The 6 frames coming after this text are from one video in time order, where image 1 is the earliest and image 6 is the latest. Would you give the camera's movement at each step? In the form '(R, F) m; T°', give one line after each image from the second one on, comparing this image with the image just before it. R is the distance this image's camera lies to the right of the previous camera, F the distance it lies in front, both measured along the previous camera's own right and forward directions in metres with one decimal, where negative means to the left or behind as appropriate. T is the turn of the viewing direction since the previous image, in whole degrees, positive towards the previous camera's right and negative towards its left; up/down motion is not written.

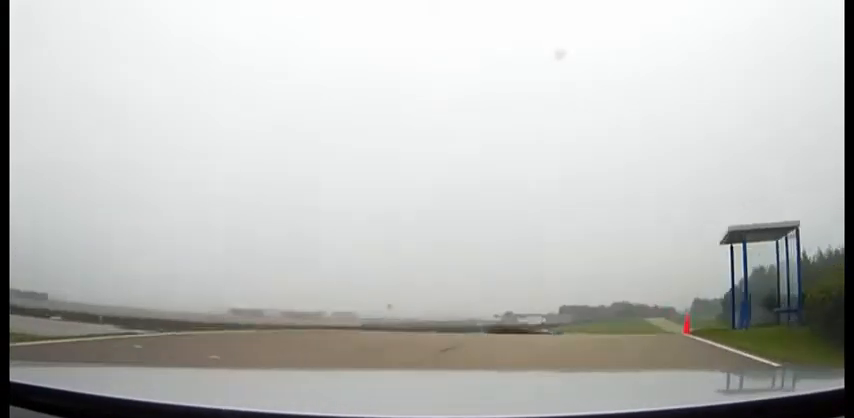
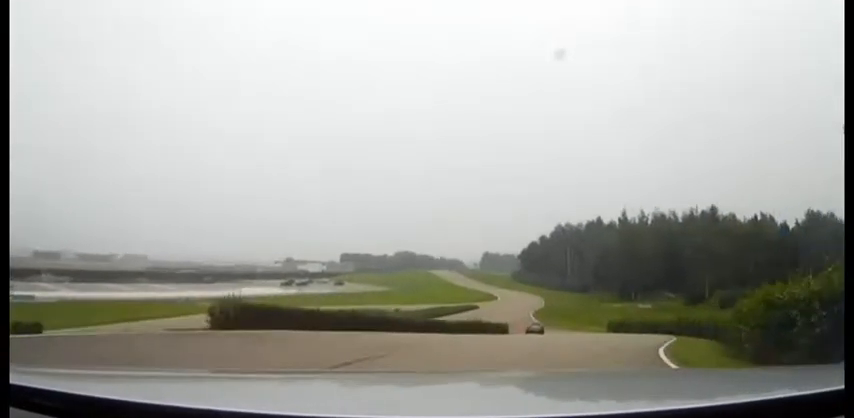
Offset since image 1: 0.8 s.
(+2.3, +12.9) m; +15°
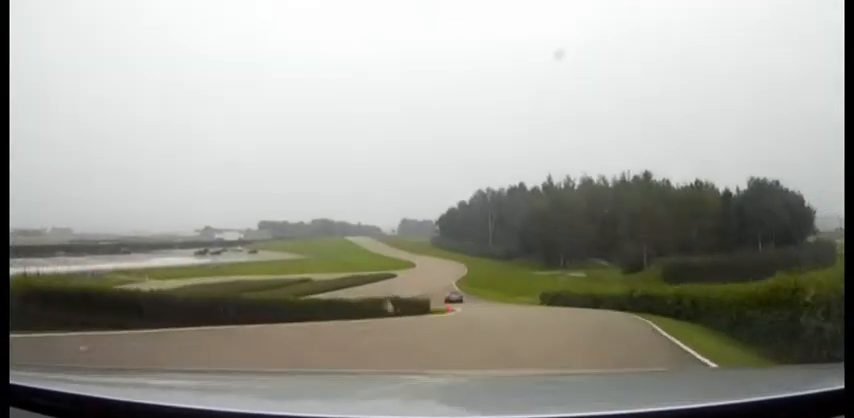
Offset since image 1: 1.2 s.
(+0.3, +6.8) m; +6°
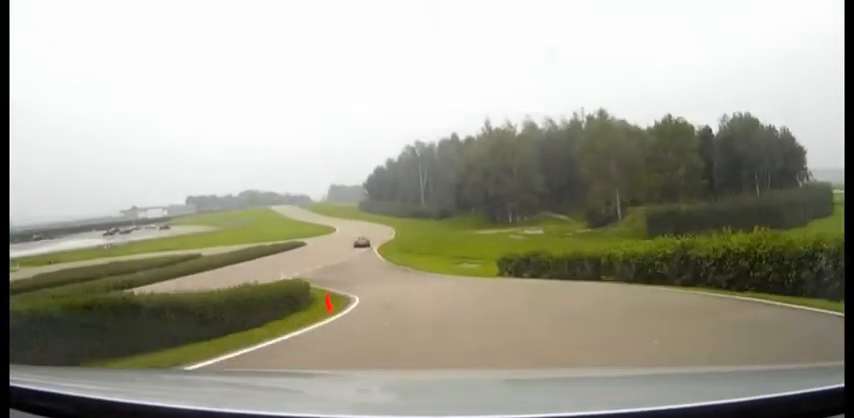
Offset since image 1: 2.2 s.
(+2.0, +19.6) m; +3°
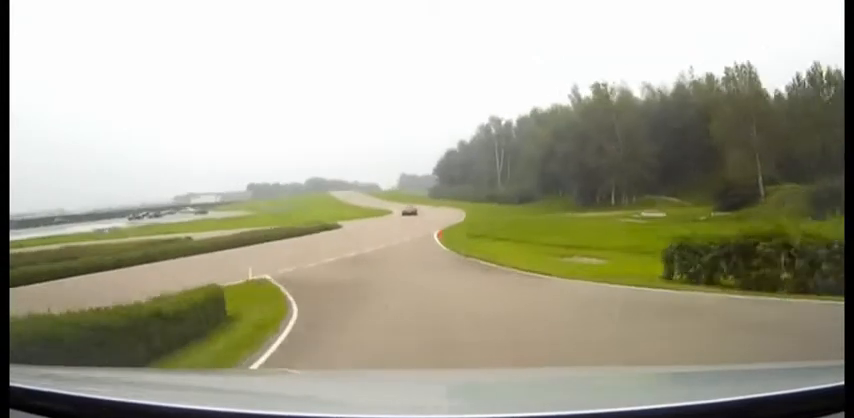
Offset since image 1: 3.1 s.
(-0.7, +20.4) m; -3°
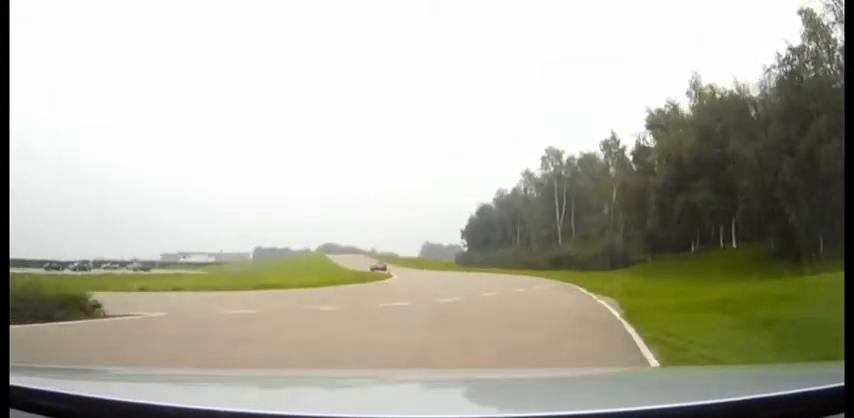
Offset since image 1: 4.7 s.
(-1.2, +41.8) m; -2°
